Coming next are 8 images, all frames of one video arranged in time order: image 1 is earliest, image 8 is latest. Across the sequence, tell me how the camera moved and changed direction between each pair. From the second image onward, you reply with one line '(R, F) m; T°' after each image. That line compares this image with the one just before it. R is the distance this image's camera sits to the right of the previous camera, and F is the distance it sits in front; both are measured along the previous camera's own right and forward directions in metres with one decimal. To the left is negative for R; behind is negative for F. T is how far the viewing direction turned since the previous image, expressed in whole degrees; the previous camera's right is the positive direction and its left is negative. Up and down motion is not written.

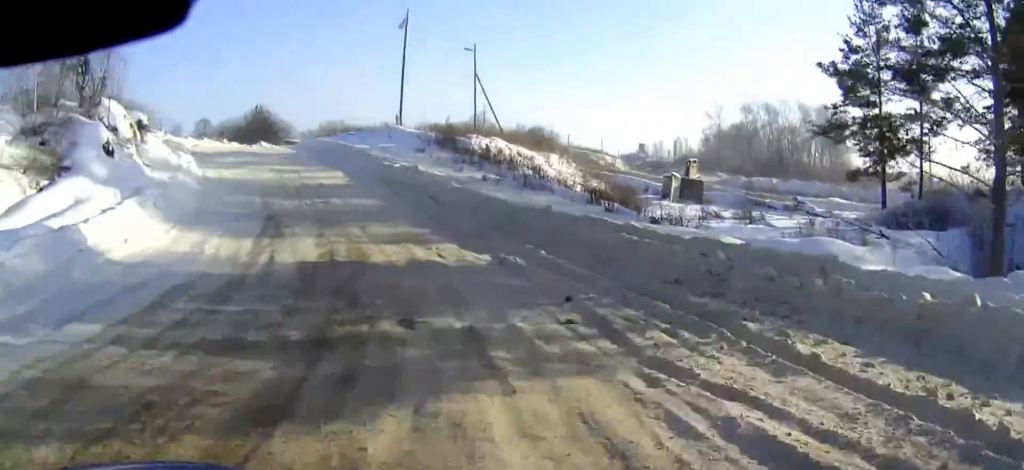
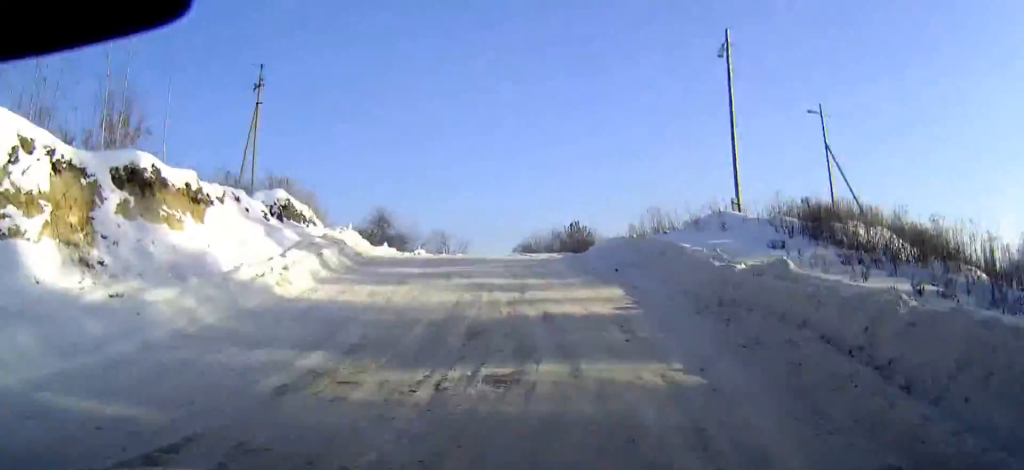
(-2.6, +15.6) m; -16°
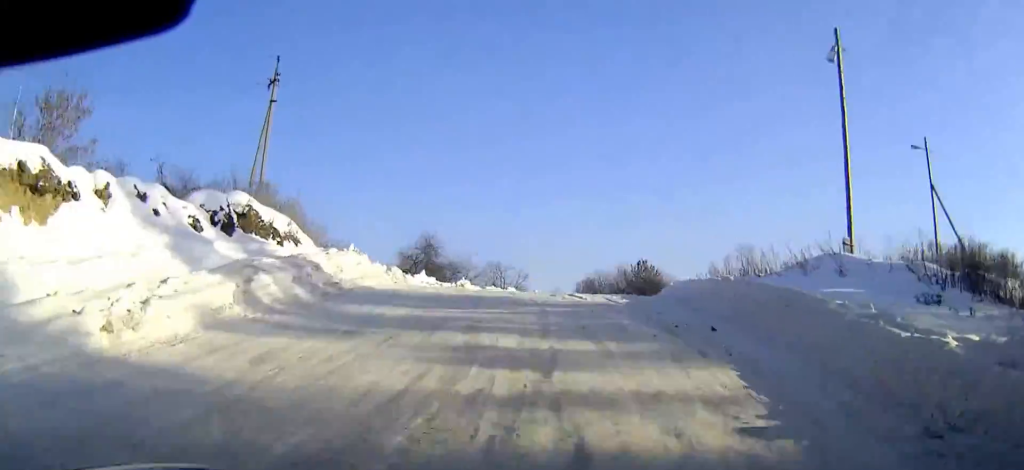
(0.0, +6.6) m; -5°
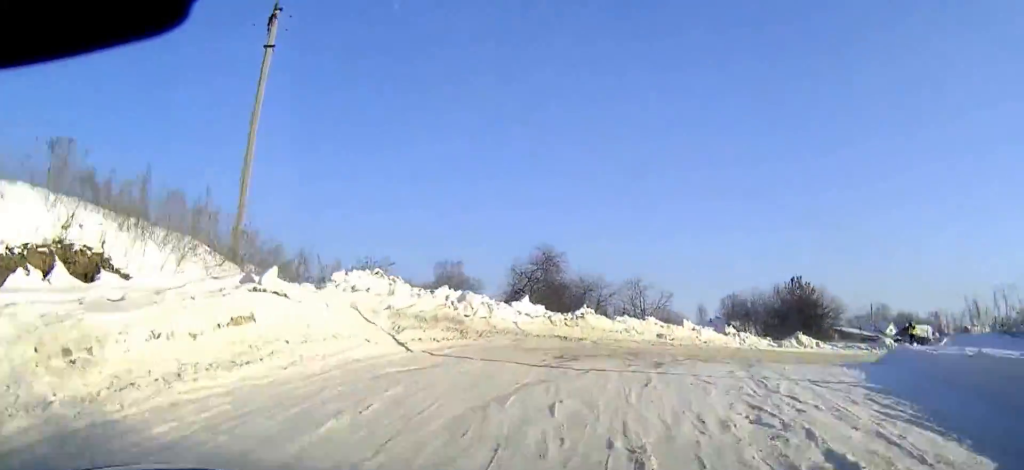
(-1.1, +12.4) m; +11°
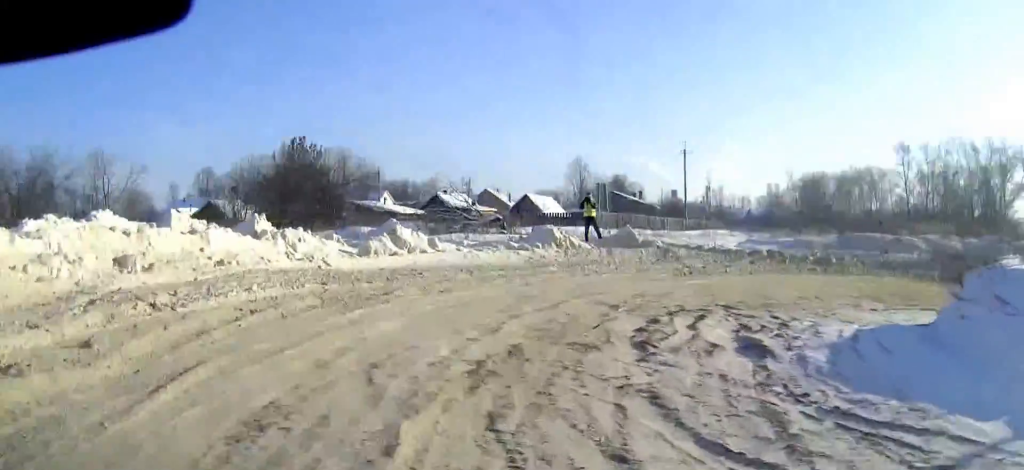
(+7.4, +19.1) m; +26°
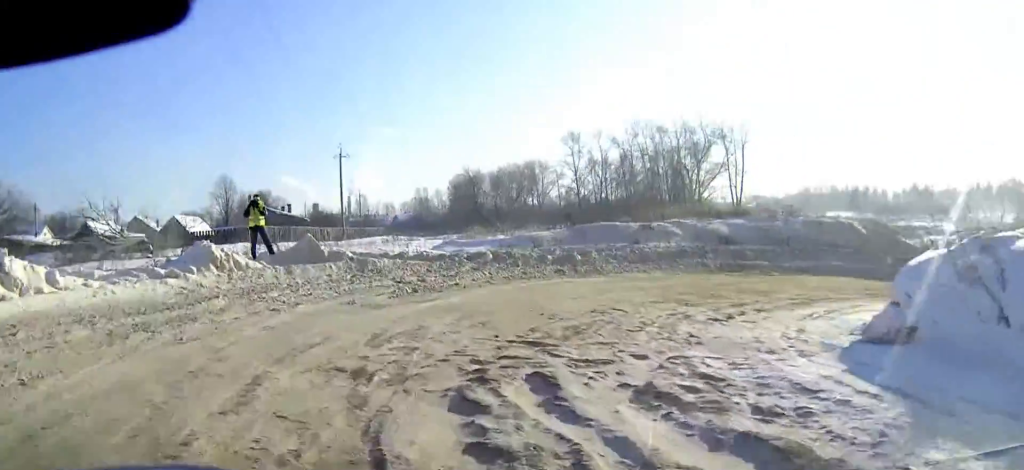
(+0.1, +7.2) m; +9°
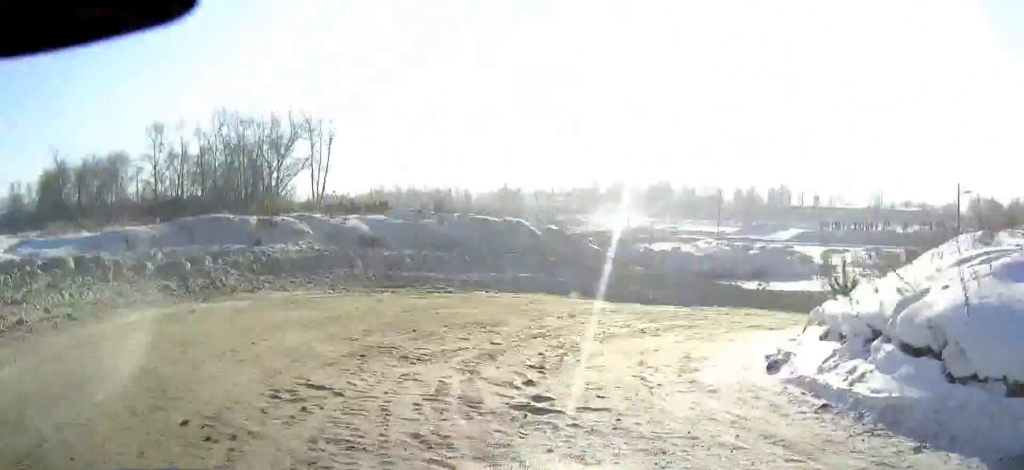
(+0.6, +5.8) m; +27°
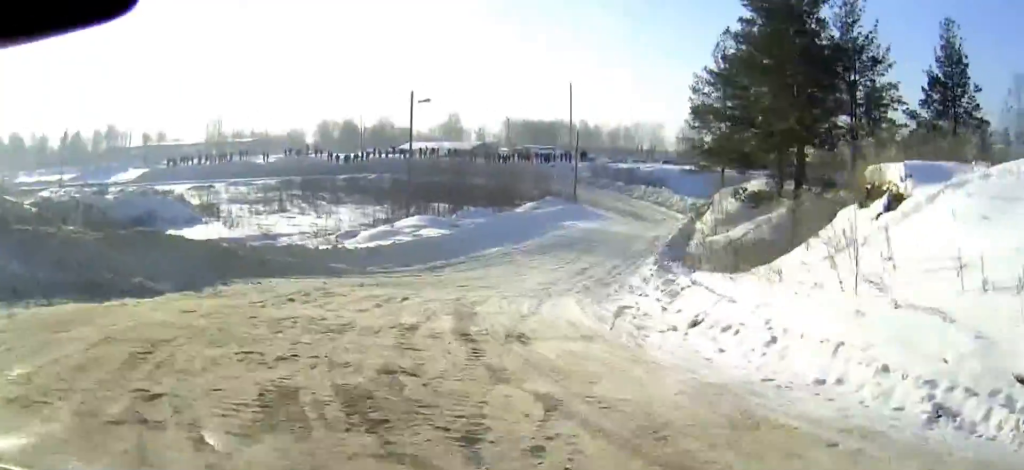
(+4.5, +7.6) m; +50°
